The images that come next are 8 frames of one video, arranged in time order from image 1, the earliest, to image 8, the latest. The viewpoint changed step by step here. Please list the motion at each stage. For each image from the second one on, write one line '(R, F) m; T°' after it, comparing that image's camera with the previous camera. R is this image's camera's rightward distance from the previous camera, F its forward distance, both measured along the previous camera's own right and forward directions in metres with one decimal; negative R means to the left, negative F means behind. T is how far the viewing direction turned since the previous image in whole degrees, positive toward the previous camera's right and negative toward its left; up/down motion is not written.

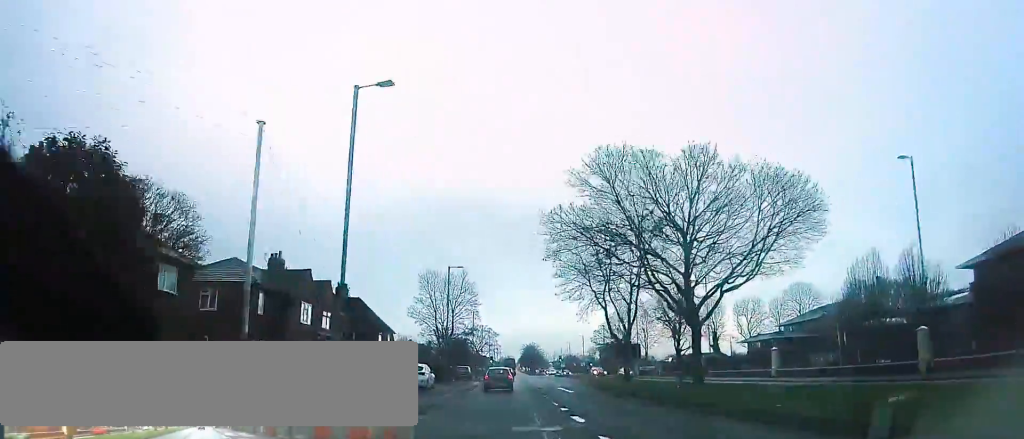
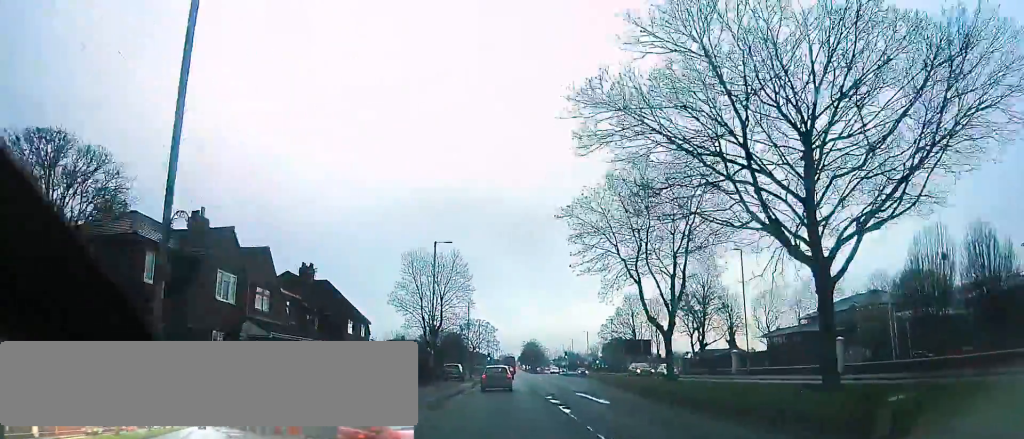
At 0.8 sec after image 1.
(+0.2, +10.2) m; -1°
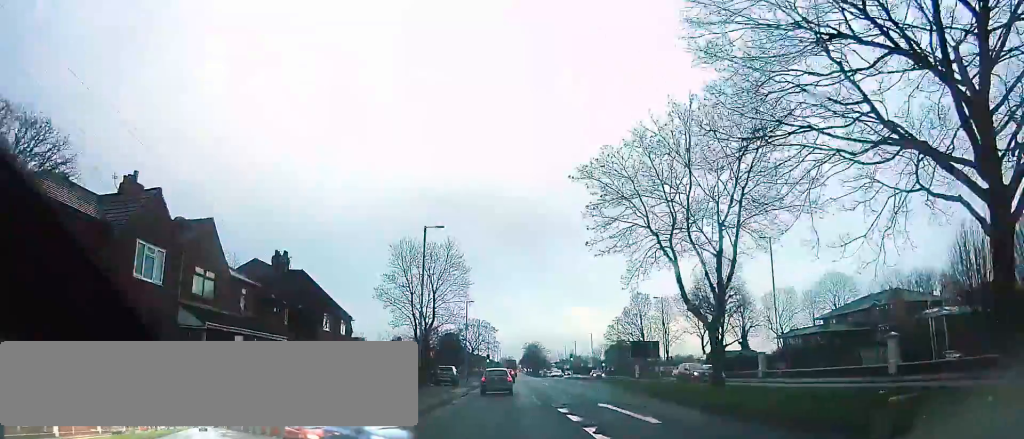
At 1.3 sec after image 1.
(+0.1, +6.0) m; -2°
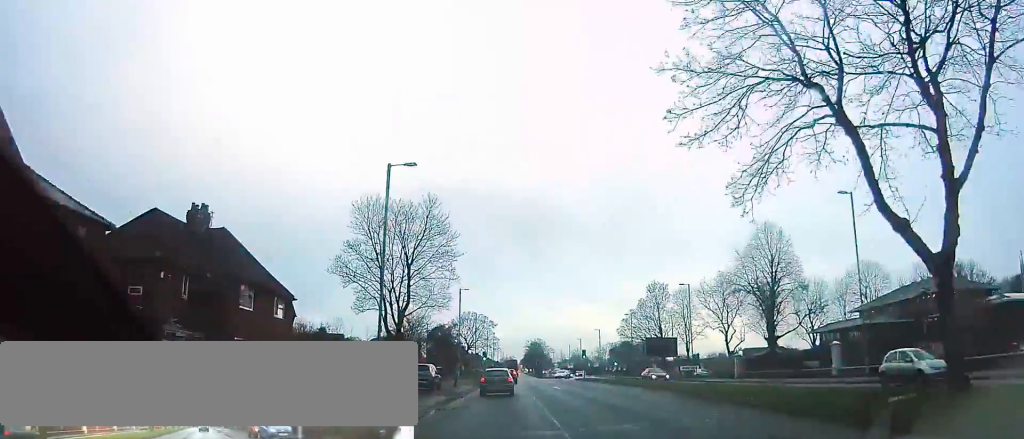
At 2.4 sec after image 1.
(-0.7, +12.2) m; -1°
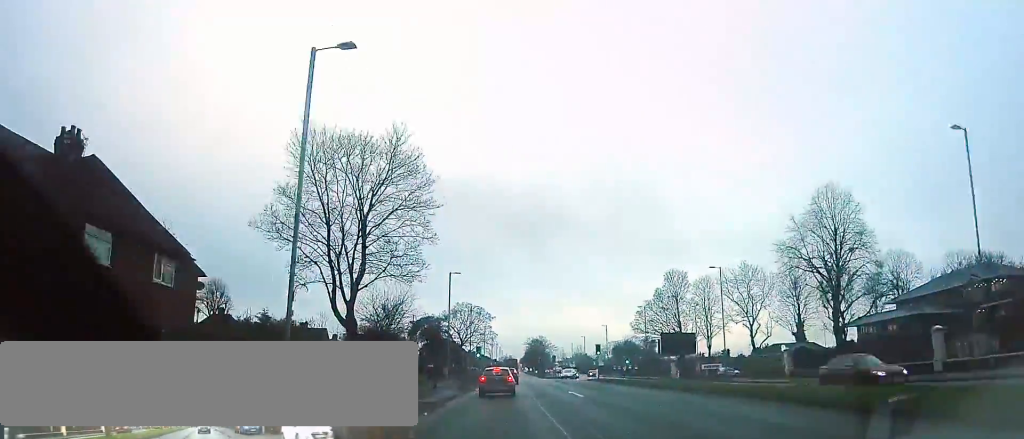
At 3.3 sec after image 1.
(+0.5, +10.9) m; 0°
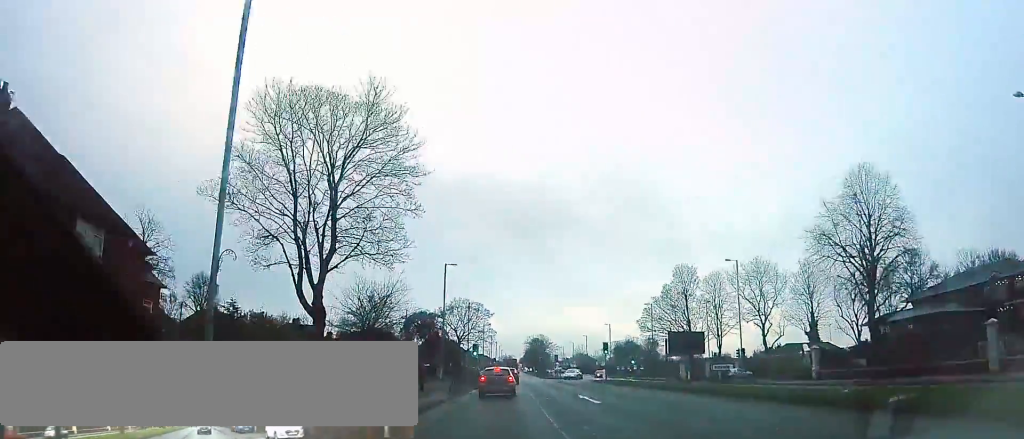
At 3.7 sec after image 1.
(-0.3, +4.5) m; 0°
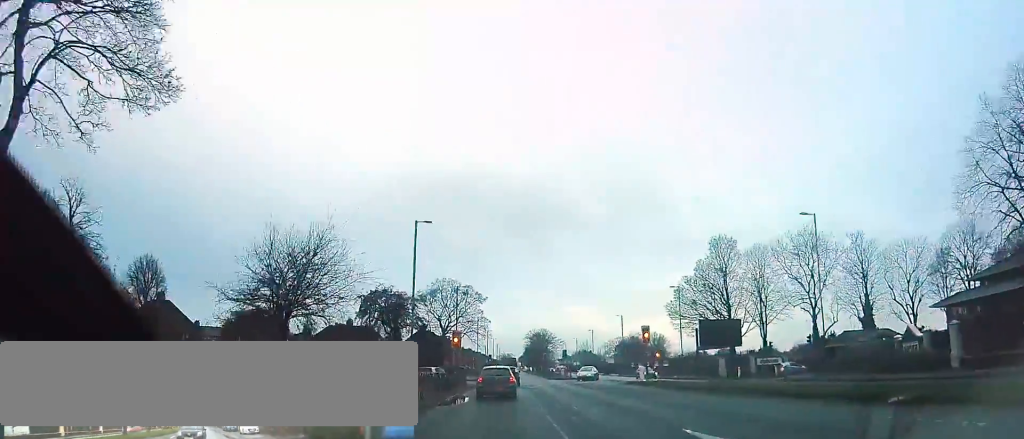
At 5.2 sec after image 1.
(+0.5, +16.1) m; +4°
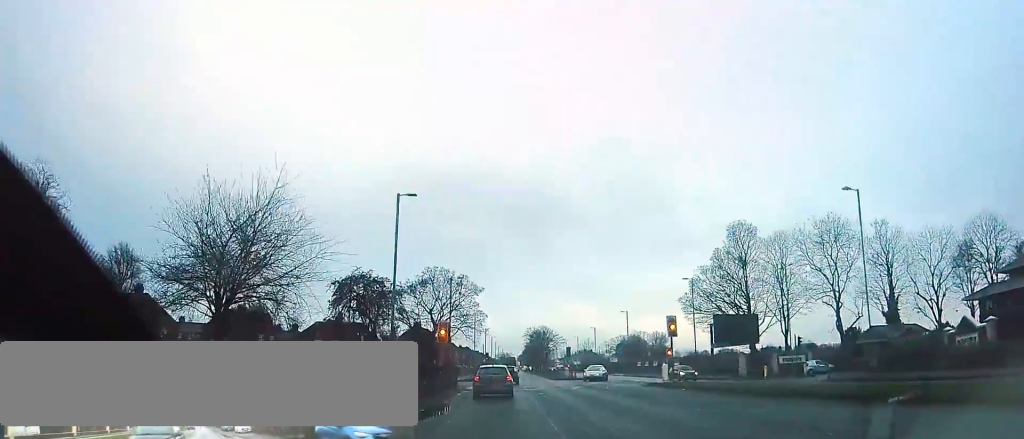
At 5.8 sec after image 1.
(0.0, +6.1) m; 0°
